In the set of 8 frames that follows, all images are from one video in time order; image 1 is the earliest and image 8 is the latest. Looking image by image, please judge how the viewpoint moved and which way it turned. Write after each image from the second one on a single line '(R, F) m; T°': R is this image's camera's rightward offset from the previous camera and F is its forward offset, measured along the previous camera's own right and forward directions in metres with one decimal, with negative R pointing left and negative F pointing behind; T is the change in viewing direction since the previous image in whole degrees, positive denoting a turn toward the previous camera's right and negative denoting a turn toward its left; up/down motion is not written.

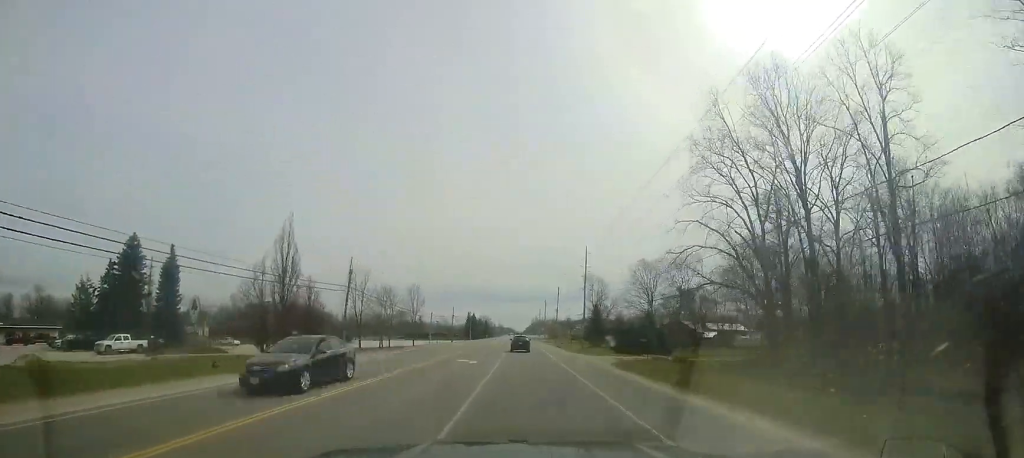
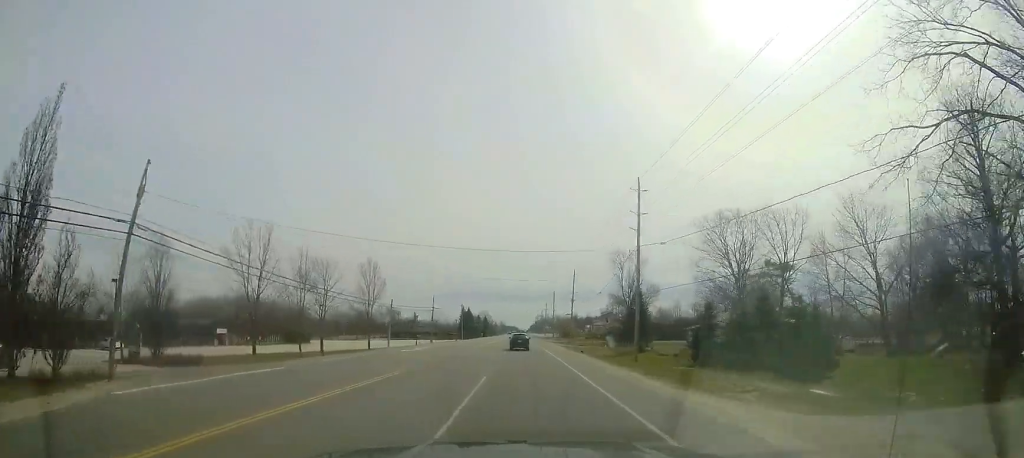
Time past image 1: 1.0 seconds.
(-0.3, +26.0) m; -1°
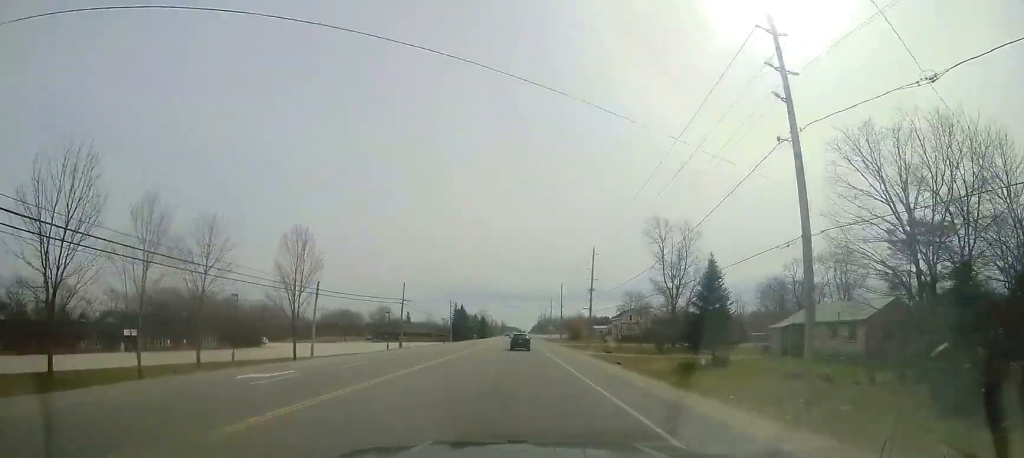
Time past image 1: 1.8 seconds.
(+0.1, +20.1) m; 0°
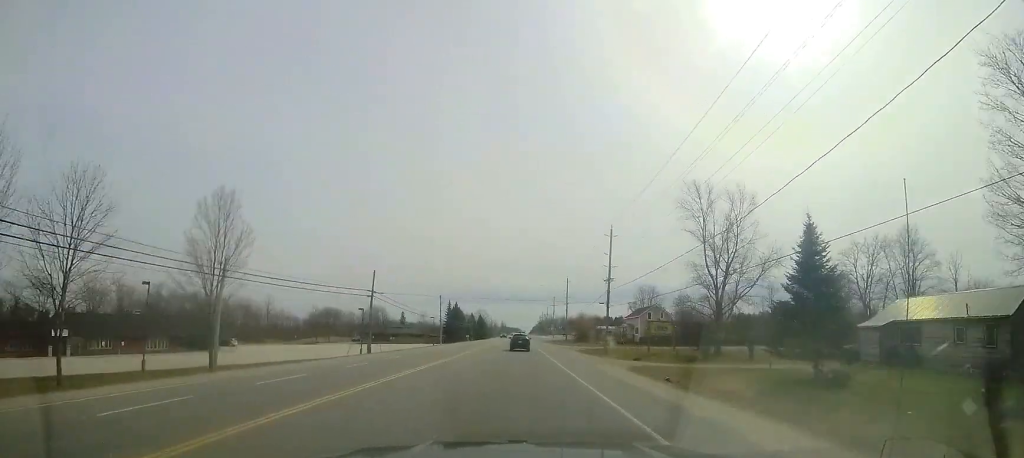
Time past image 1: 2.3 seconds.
(-0.2, +11.8) m; 0°
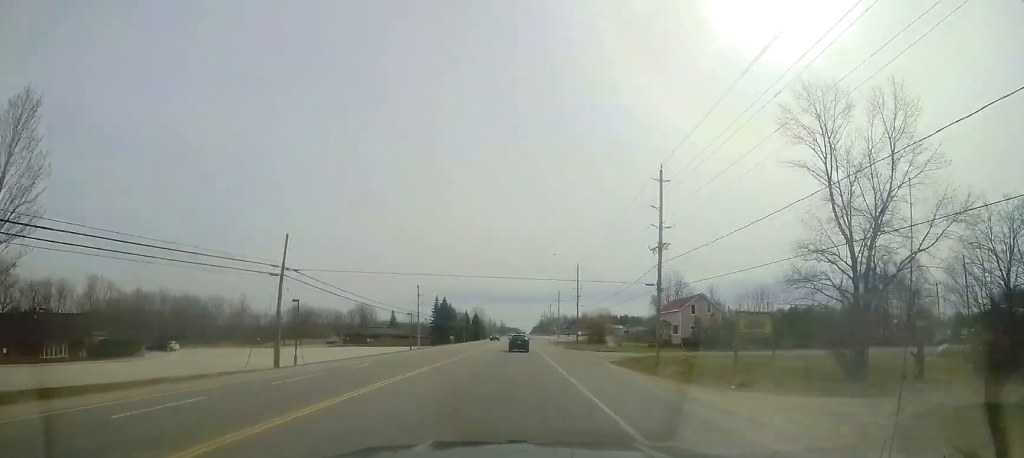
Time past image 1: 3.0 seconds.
(0.0, +17.7) m; 0°
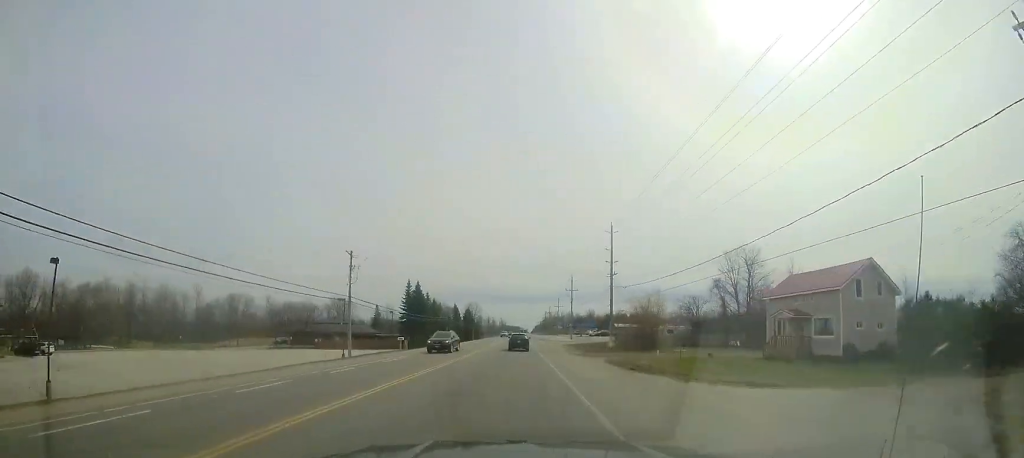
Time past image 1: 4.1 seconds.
(+0.1, +26.8) m; 0°
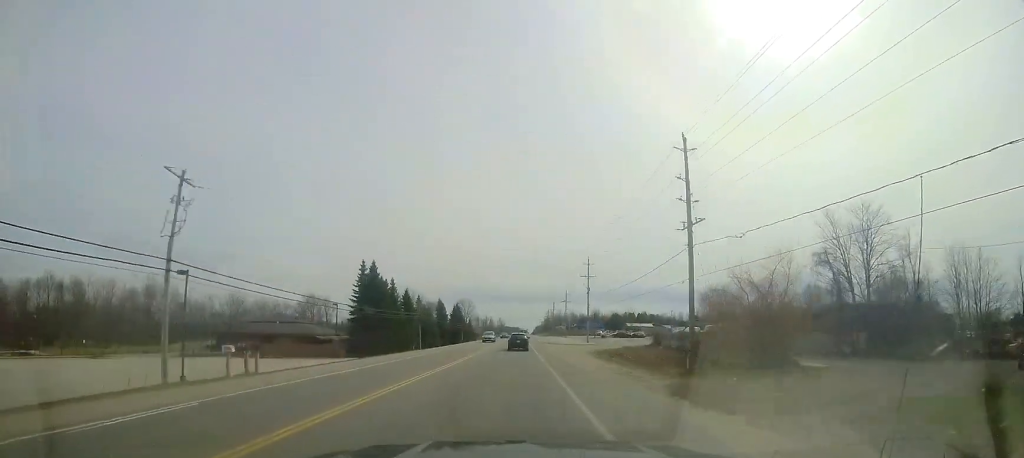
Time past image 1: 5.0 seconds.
(-0.2, +22.3) m; 0°
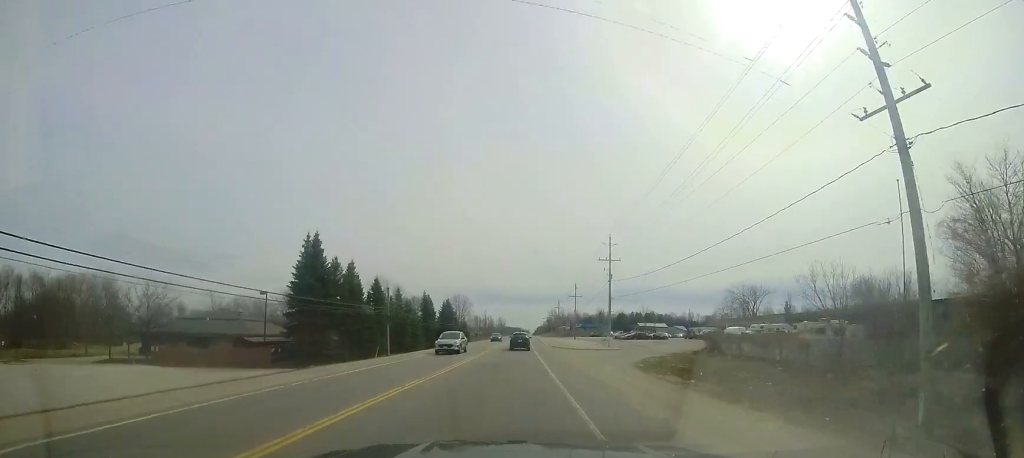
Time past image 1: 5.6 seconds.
(+0.2, +15.4) m; 0°
